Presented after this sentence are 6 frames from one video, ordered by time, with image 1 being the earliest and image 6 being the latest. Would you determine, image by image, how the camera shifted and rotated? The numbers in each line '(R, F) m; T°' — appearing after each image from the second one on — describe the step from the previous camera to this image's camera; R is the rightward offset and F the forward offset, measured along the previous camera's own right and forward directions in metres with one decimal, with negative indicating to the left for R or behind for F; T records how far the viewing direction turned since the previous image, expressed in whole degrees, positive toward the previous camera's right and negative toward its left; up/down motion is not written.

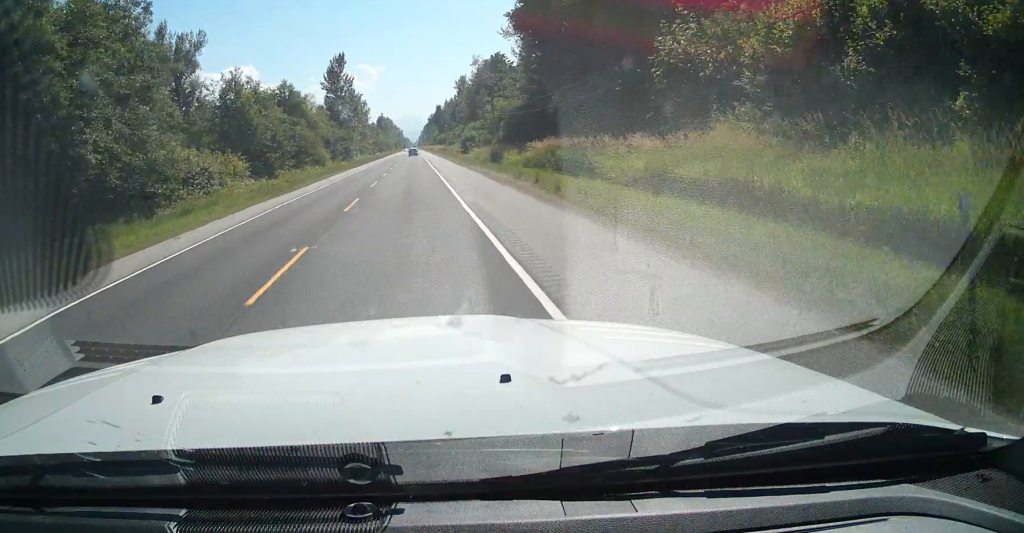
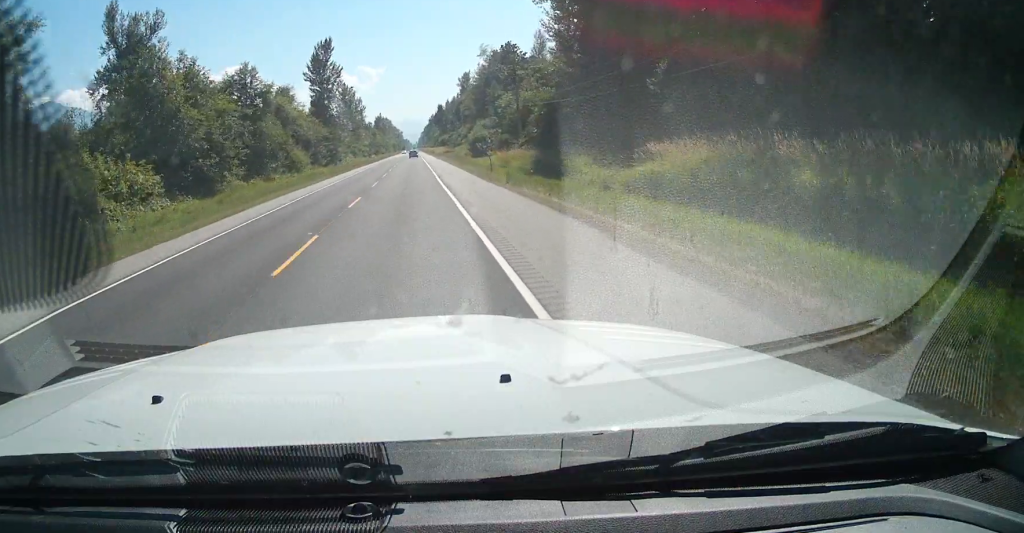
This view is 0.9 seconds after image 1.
(0.0, +23.9) m; 0°
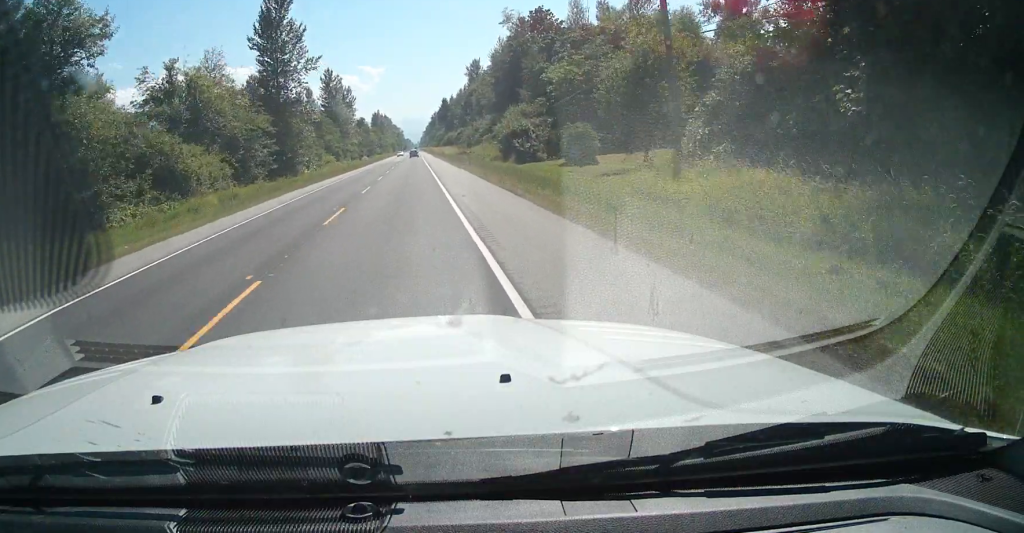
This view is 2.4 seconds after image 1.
(-0.2, +43.7) m; -1°
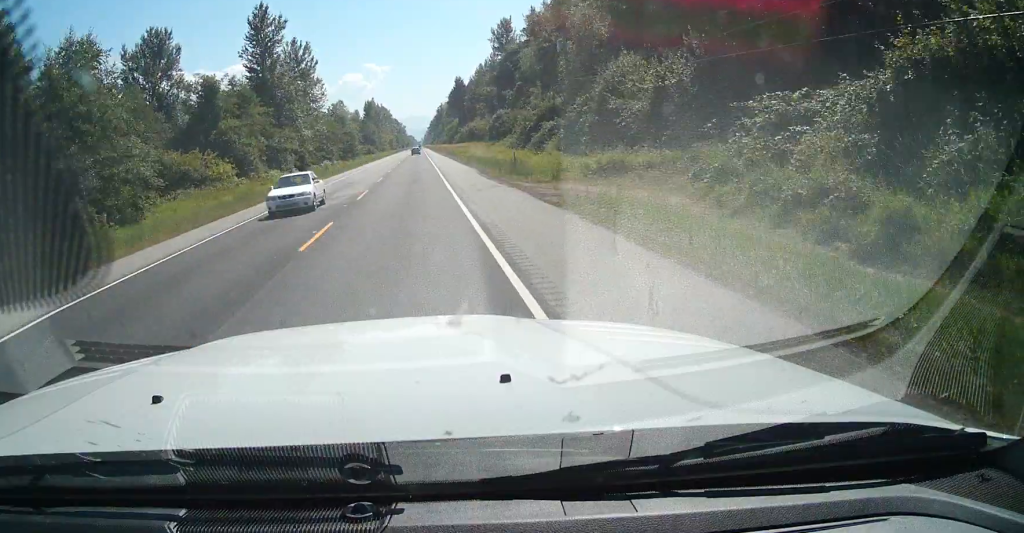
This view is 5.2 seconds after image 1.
(-1.7, +81.5) m; -1°
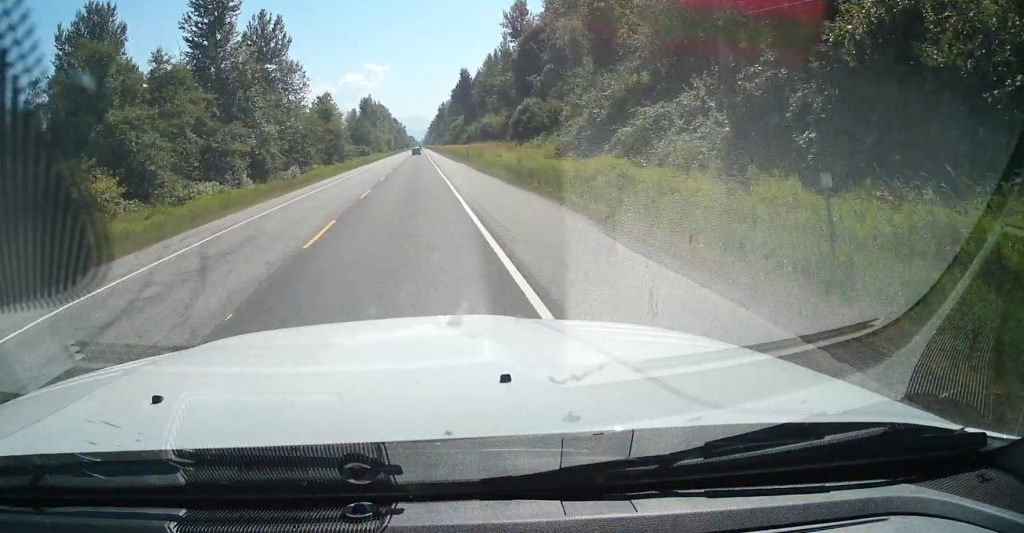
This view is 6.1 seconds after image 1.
(+0.4, +25.9) m; +1°
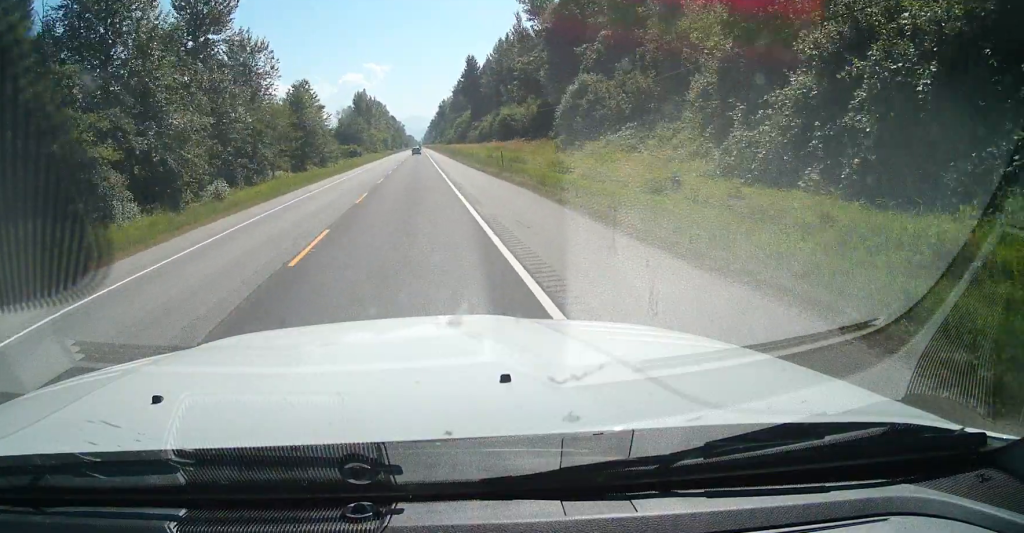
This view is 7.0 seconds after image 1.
(0.0, +28.1) m; 0°
